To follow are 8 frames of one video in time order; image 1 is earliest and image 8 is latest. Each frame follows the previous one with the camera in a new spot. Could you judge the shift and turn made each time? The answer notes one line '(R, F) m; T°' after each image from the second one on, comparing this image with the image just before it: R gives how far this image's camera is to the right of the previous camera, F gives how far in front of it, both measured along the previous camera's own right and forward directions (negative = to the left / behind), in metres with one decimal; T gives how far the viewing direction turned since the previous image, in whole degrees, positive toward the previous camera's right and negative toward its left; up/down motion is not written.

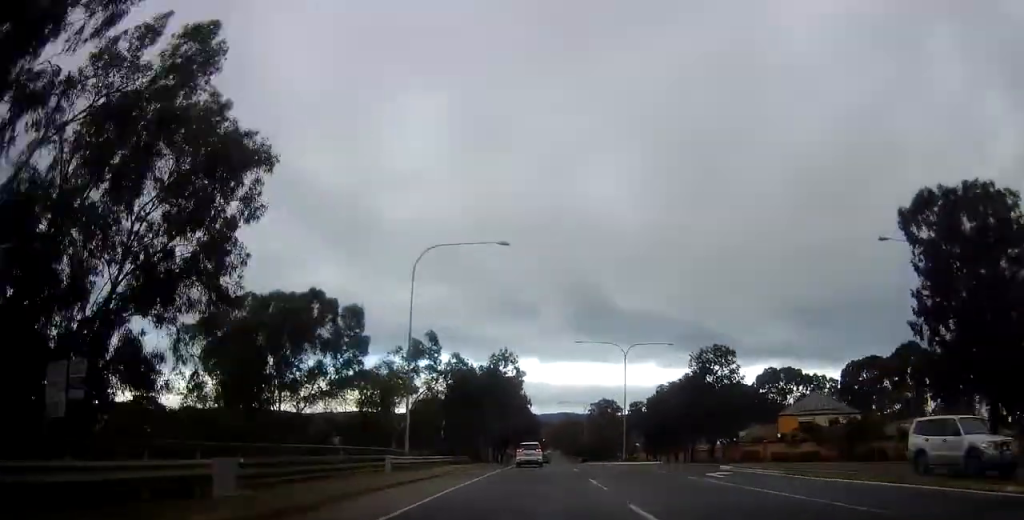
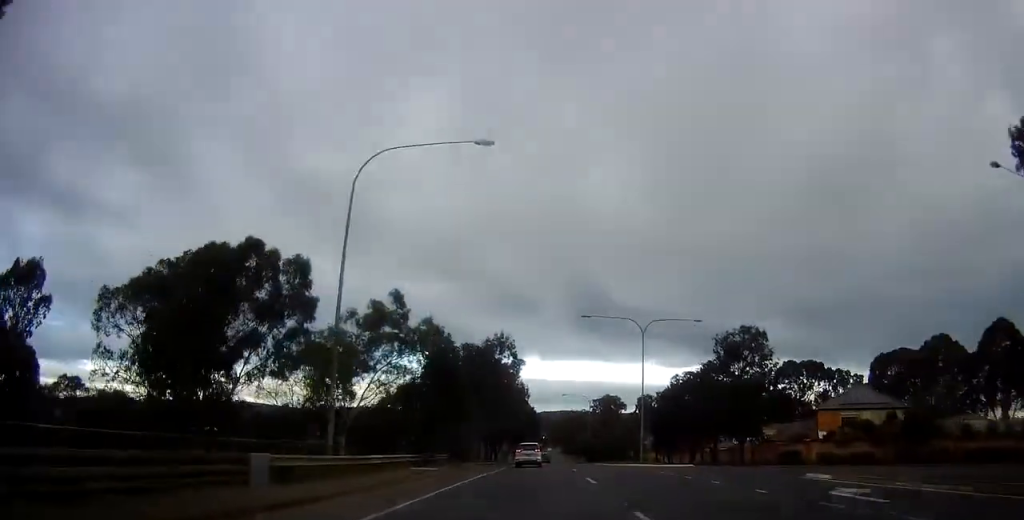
(+0.1, +11.1) m; +1°
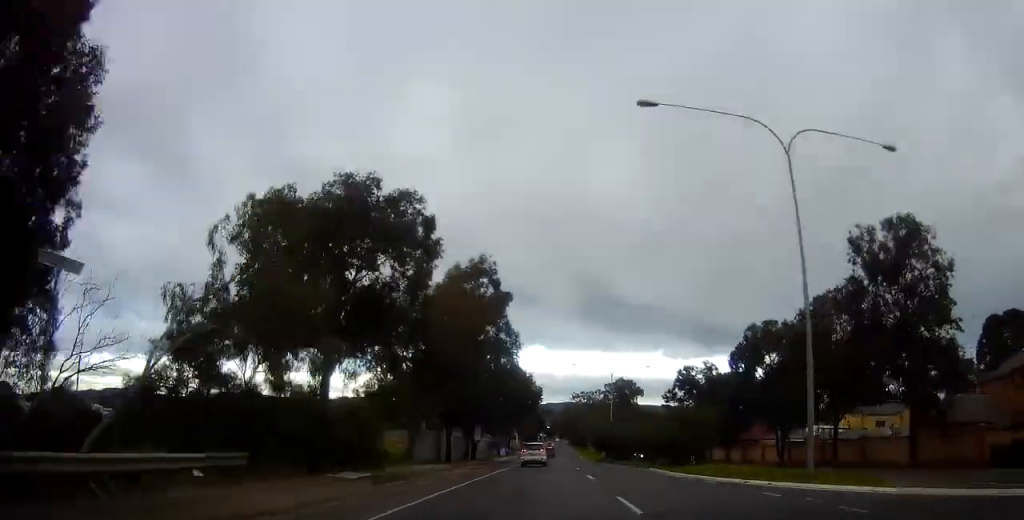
(+0.6, +31.8) m; 0°
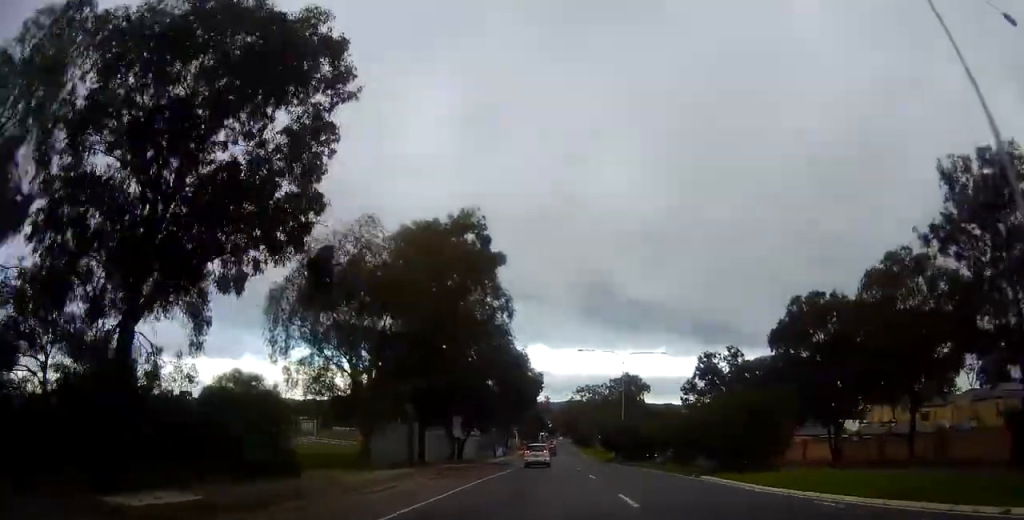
(-0.3, +10.5) m; -1°
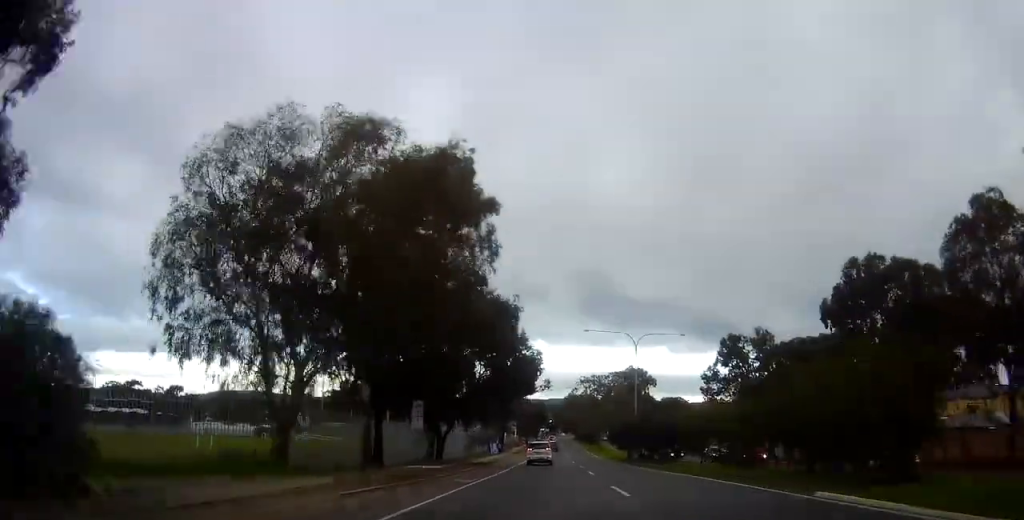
(+0.2, +9.0) m; +1°
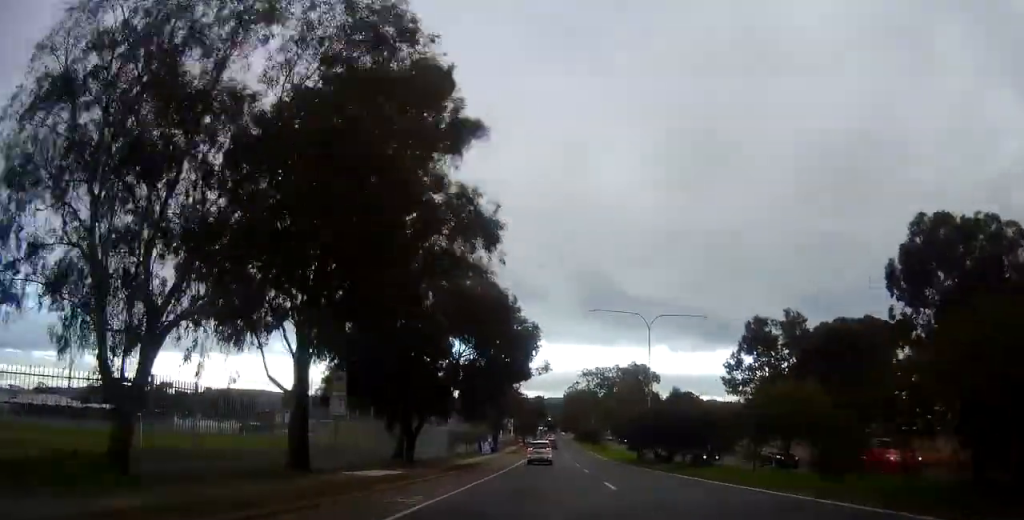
(0.0, +8.4) m; +1°
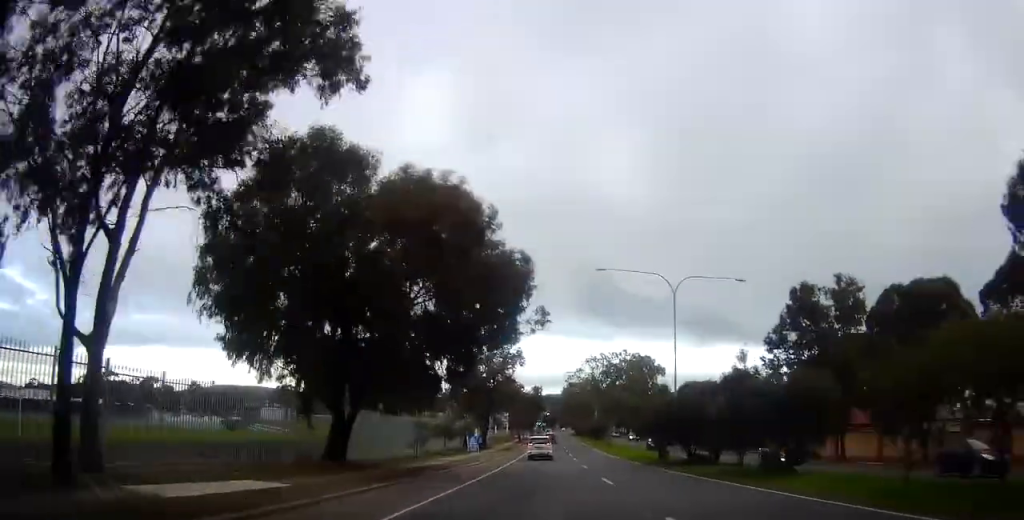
(+0.1, +10.9) m; -1°
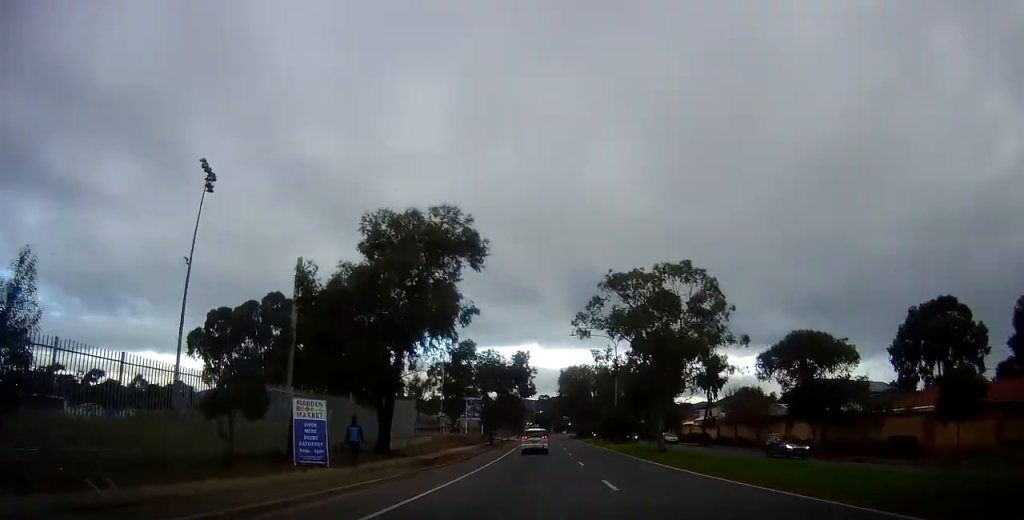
(-0.2, +38.9) m; 0°
